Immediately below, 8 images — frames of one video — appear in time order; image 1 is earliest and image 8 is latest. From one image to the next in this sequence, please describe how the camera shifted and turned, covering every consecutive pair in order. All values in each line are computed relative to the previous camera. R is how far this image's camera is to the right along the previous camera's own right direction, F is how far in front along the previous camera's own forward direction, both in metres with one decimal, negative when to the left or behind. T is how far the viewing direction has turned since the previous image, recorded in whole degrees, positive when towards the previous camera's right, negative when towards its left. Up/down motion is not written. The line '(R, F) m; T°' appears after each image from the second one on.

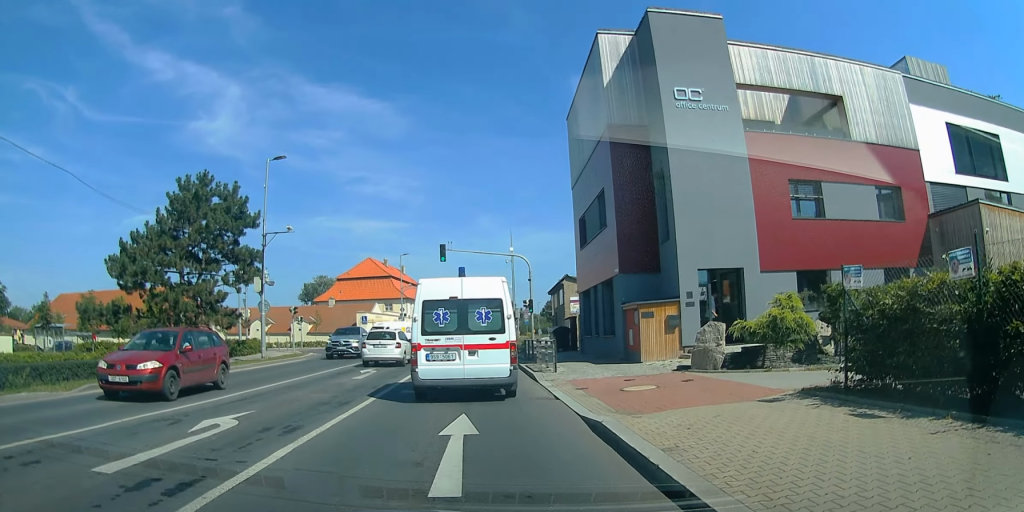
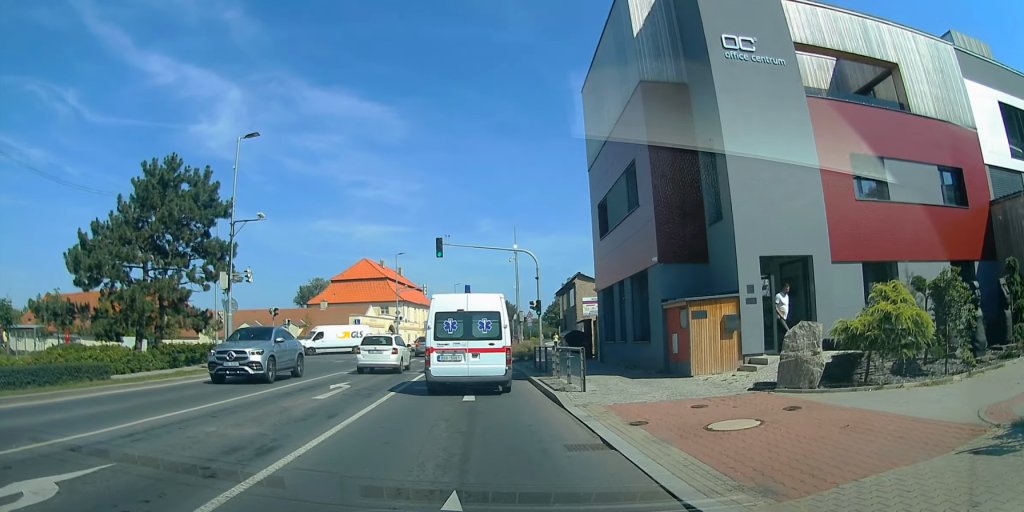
(0.0, +4.4) m; 0°
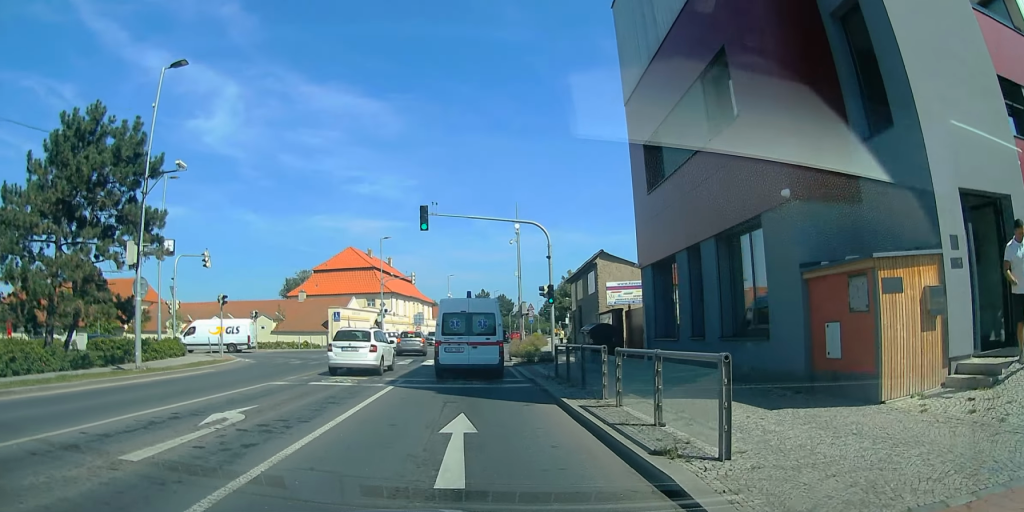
(0.0, +7.4) m; 0°
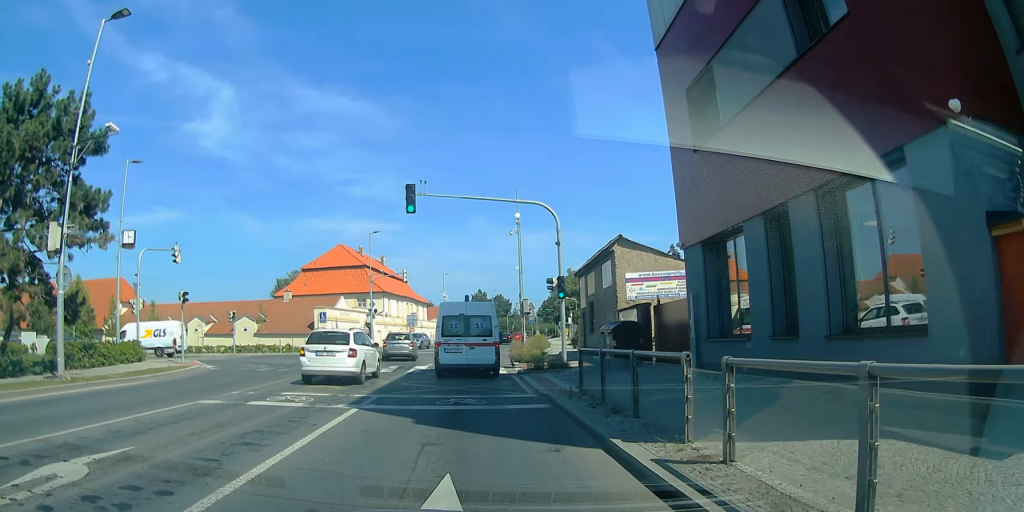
(0.0, +4.6) m; 0°
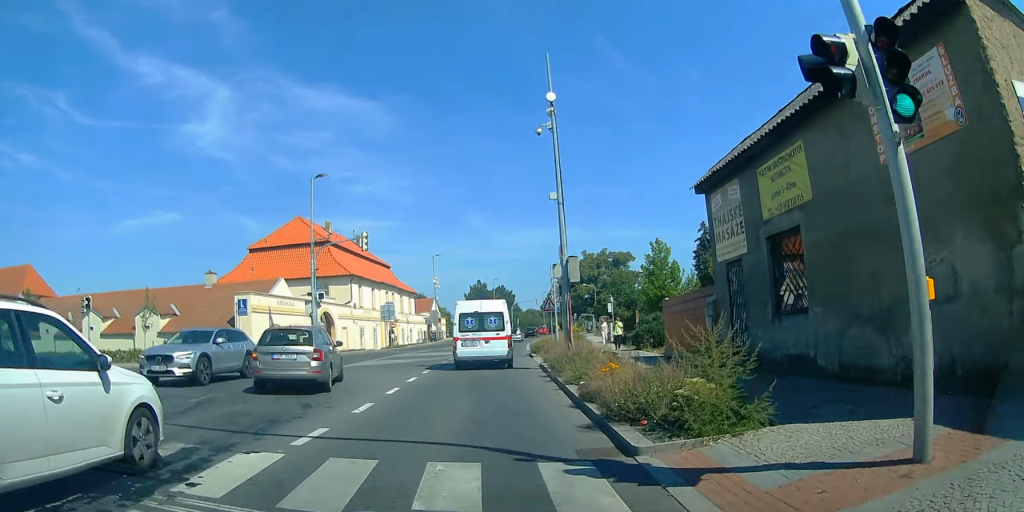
(0.0, +19.1) m; 0°
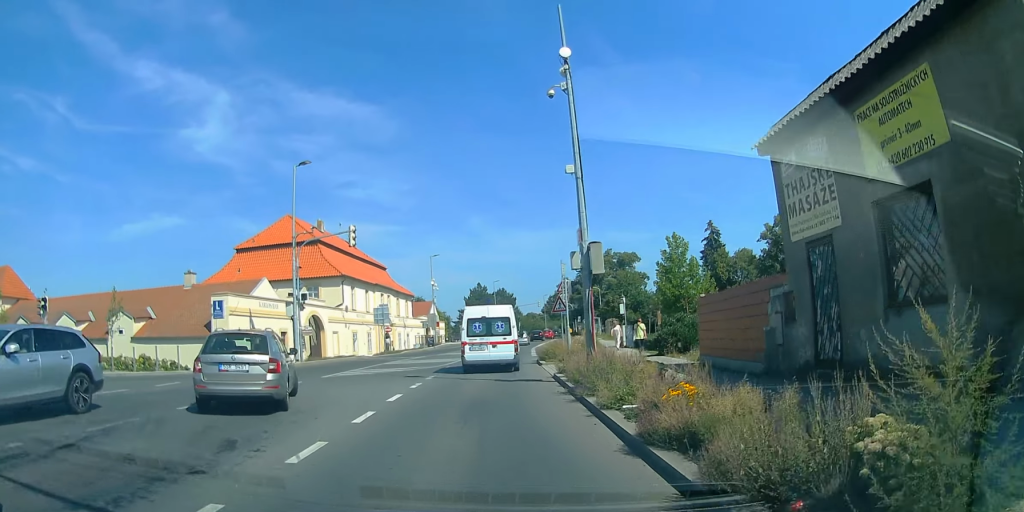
(0.0, +3.8) m; 0°
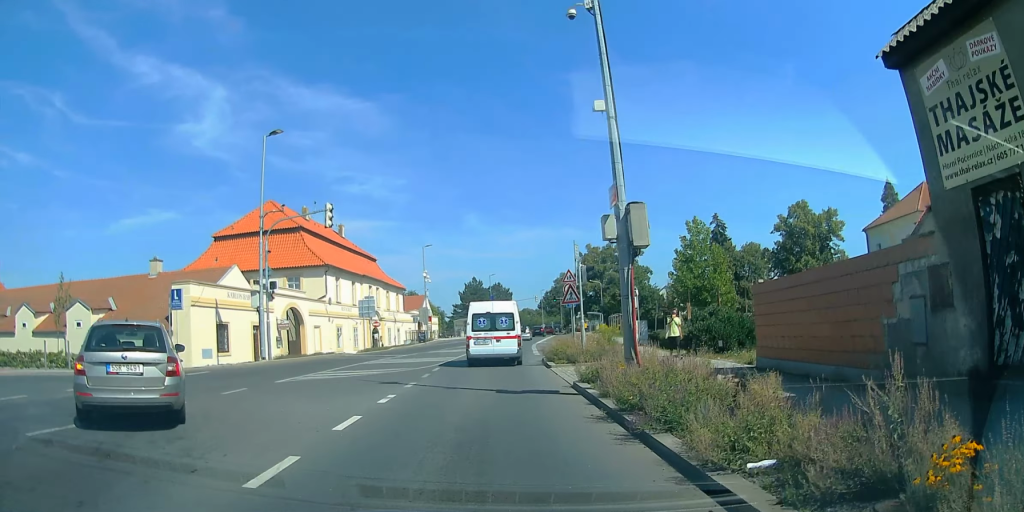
(0.0, +4.5) m; 0°
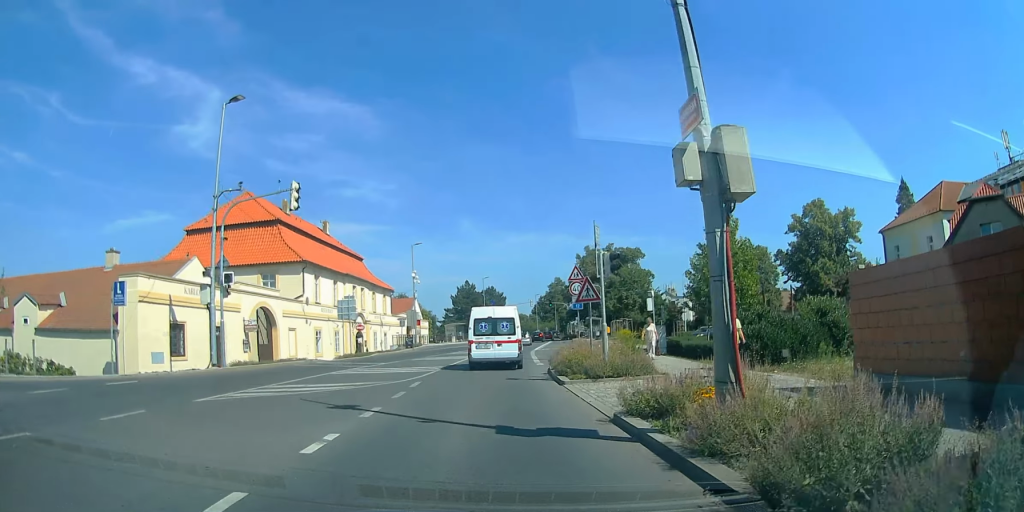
(0.0, +4.9) m; 0°
